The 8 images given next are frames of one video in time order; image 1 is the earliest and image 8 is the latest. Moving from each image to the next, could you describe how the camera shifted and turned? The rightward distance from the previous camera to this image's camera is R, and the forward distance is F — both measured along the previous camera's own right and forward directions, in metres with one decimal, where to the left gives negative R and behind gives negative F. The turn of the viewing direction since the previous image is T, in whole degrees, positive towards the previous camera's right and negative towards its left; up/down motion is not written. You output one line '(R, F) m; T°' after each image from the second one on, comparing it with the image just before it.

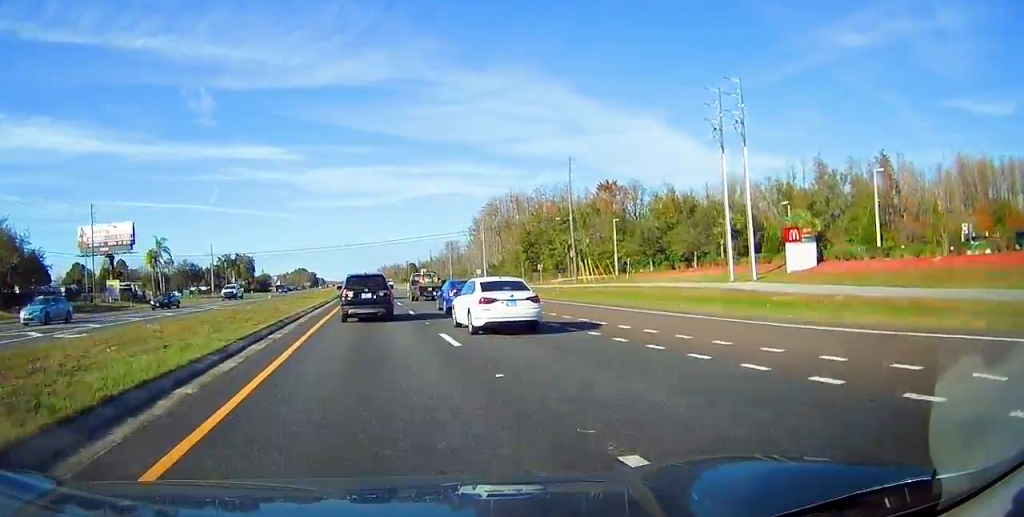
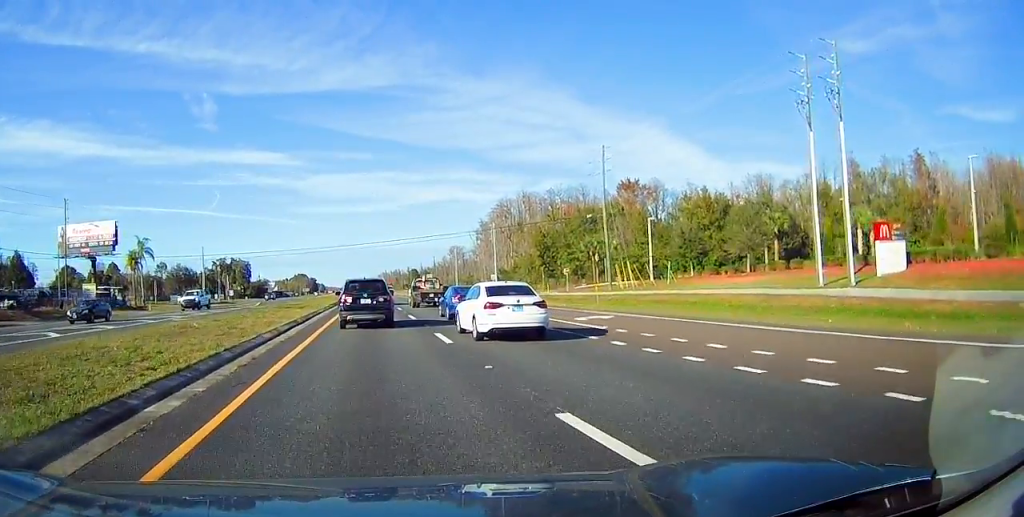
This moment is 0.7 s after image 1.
(+0.1, +10.7) m; 0°
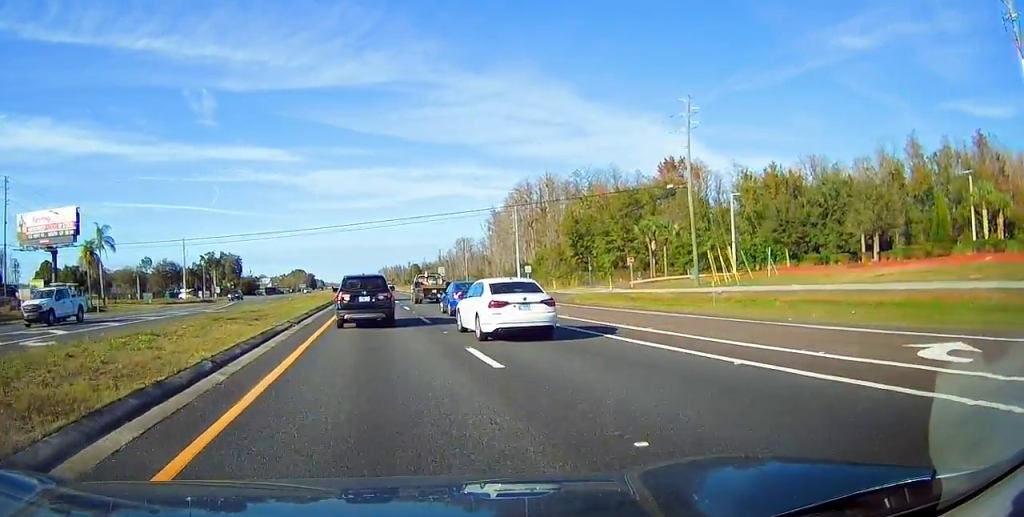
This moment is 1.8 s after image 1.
(+0.1, +18.1) m; 0°
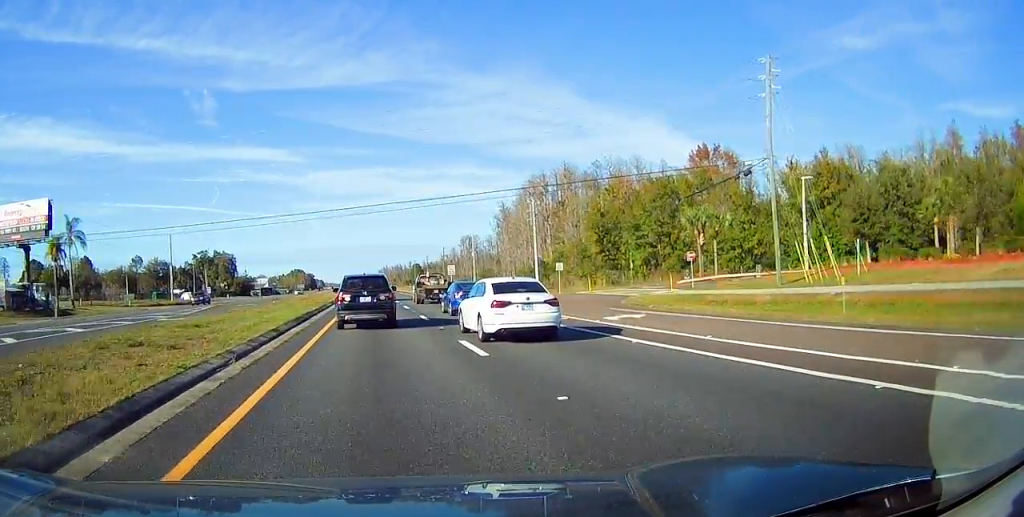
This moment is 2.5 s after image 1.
(-0.1, +10.8) m; -1°
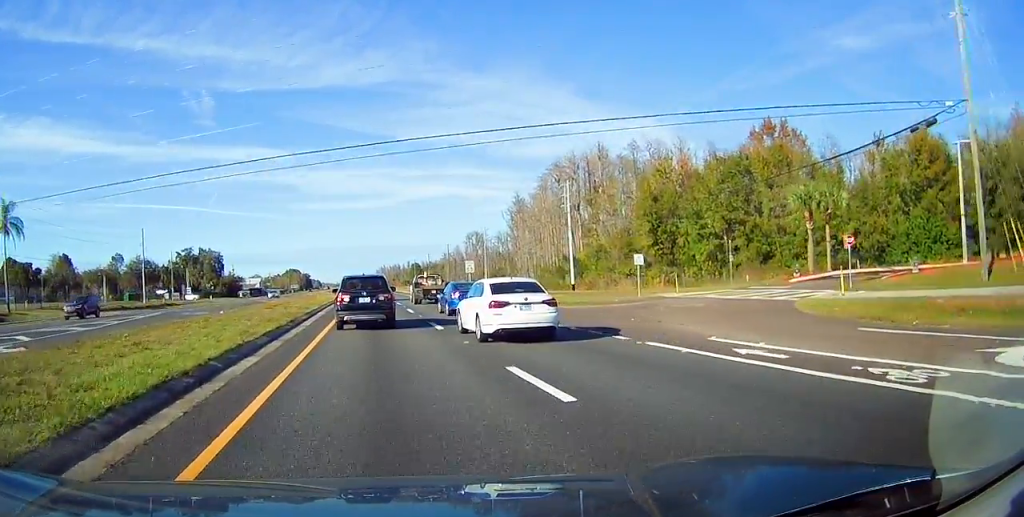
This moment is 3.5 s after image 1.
(-0.3, +17.2) m; -1°
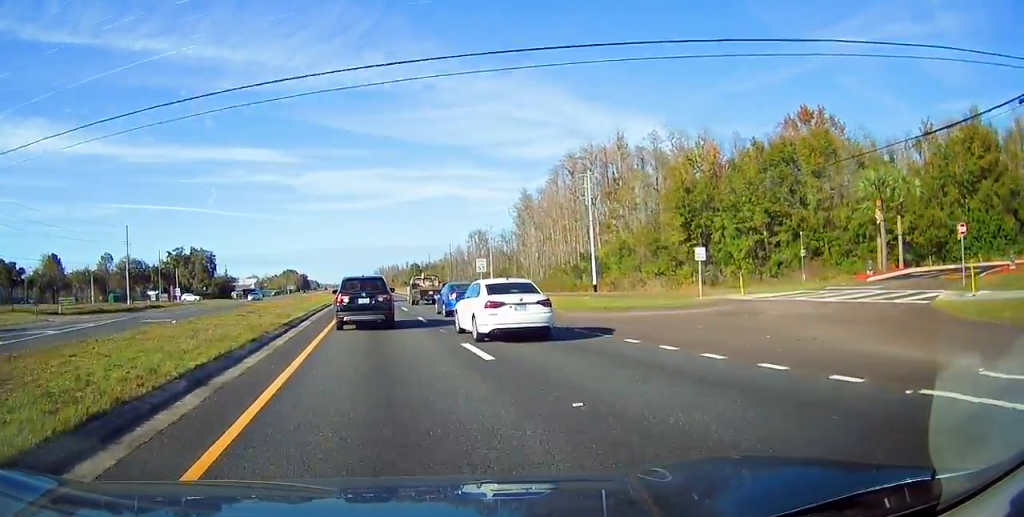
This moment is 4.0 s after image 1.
(-0.1, +8.1) m; 0°
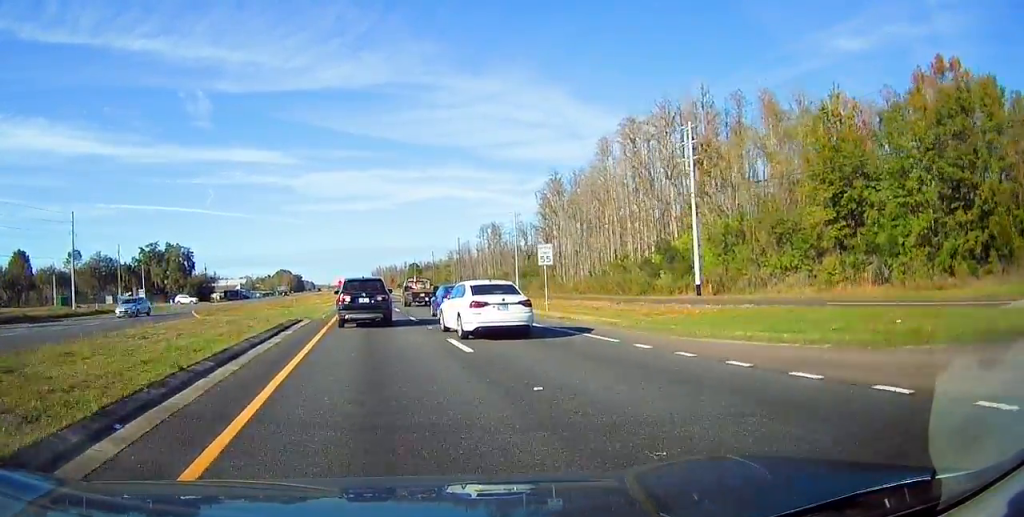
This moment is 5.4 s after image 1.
(+0.6, +23.0) m; +1°
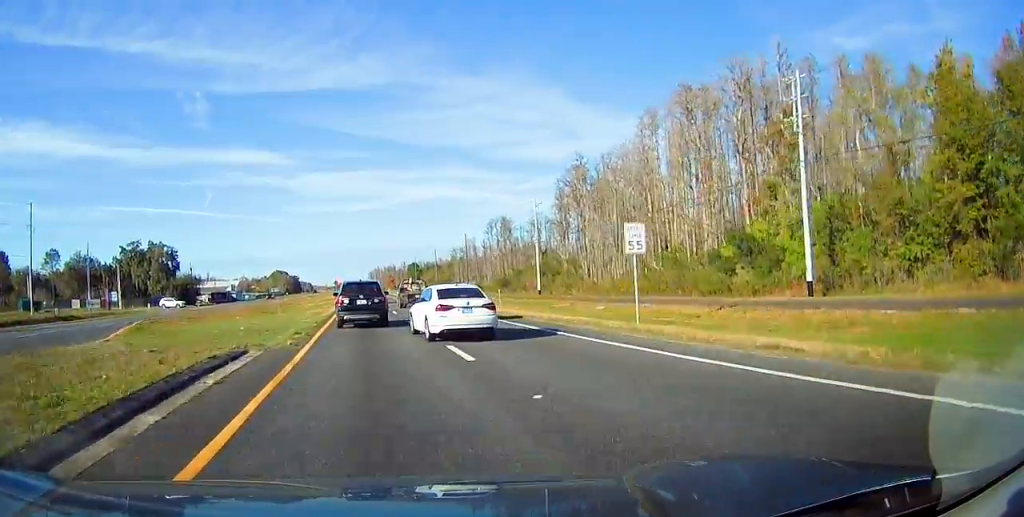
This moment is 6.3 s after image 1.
(0.0, +13.7) m; 0°
